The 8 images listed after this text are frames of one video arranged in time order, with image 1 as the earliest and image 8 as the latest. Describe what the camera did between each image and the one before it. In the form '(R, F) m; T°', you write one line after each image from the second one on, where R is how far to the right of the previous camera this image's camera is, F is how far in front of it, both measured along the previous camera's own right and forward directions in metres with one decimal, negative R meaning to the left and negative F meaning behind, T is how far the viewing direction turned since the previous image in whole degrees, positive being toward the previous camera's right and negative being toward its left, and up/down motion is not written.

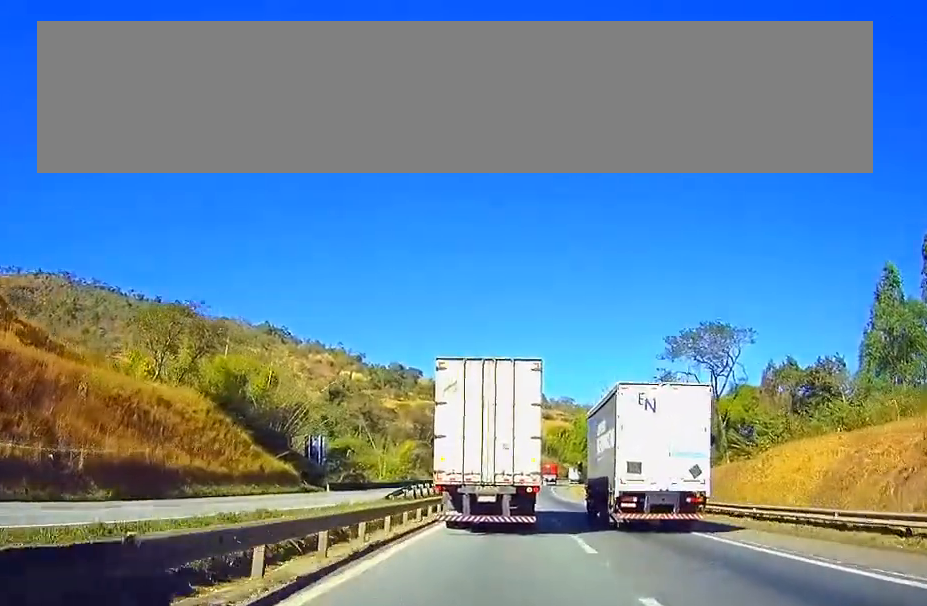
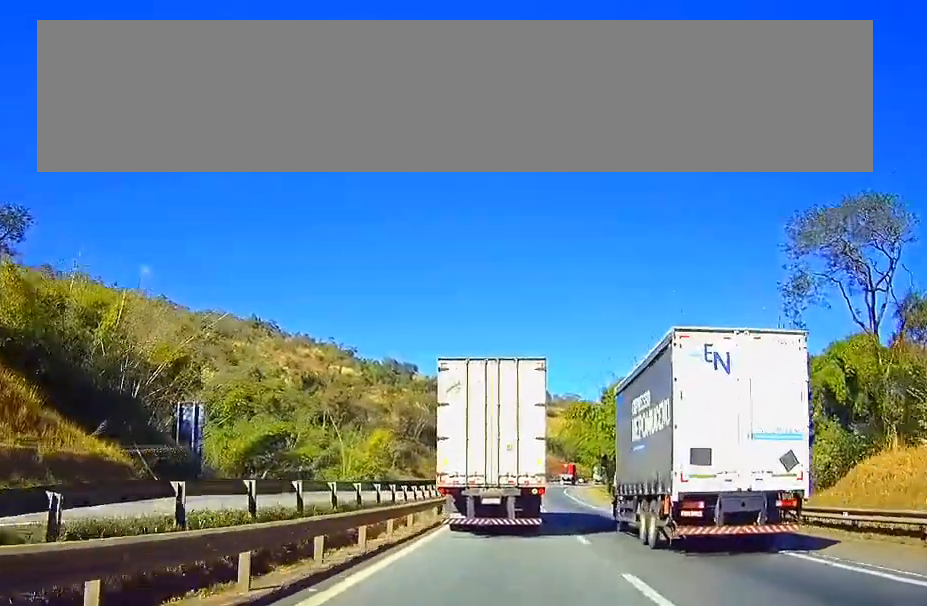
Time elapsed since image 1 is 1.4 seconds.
(0.0, +32.6) m; 0°
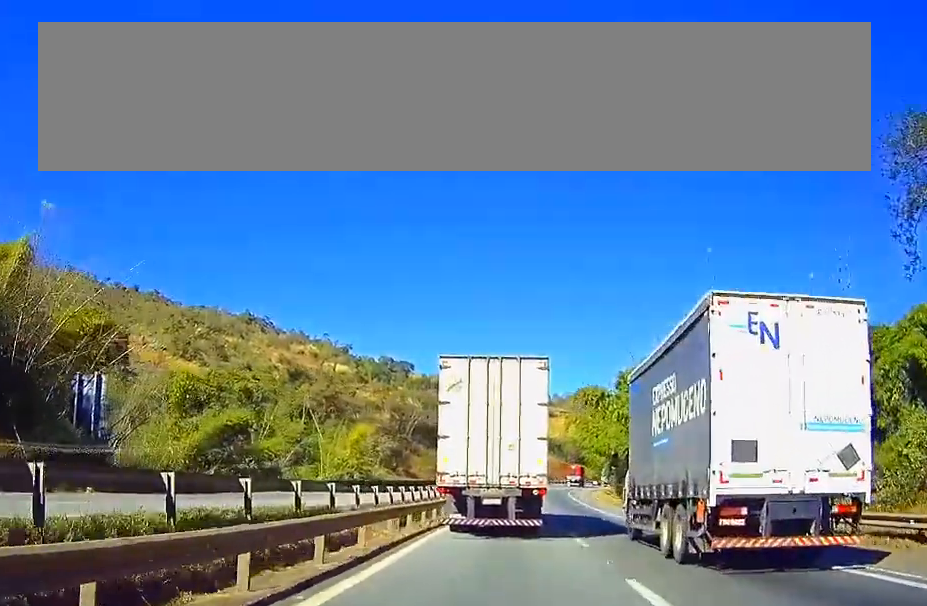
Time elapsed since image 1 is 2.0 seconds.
(0.0, +12.1) m; 0°
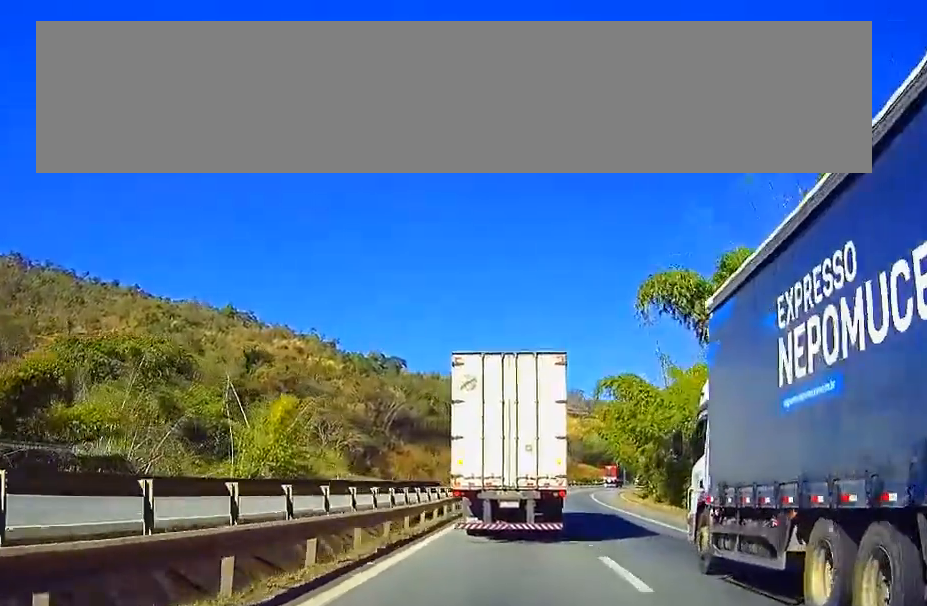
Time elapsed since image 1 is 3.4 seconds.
(+0.2, +32.6) m; 0°
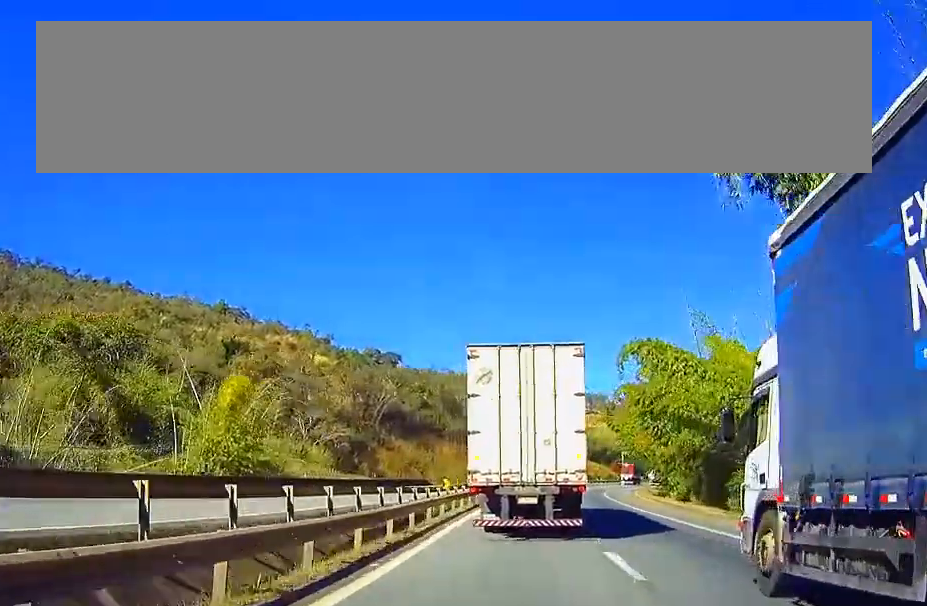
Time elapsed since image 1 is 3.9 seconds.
(0.0, +12.2) m; 0°
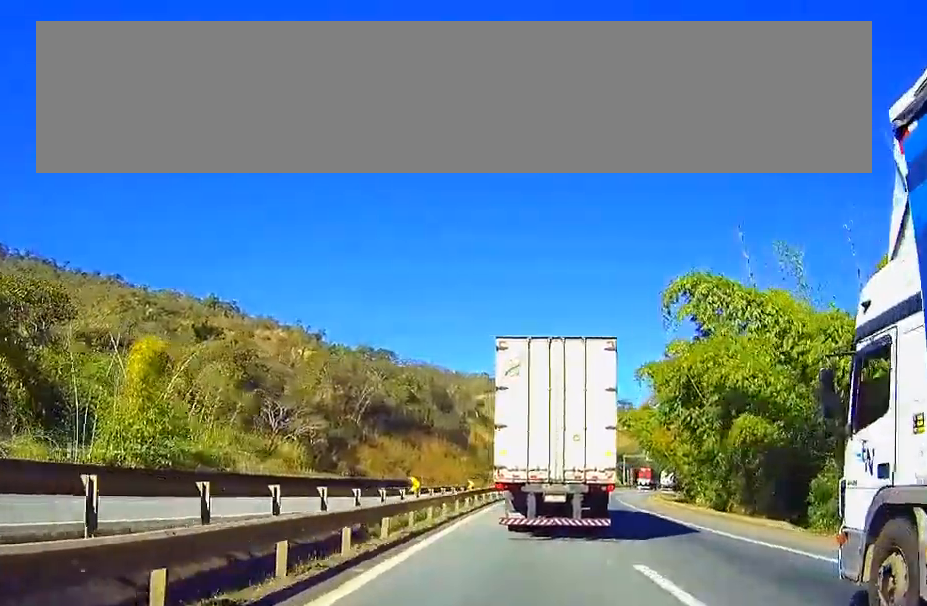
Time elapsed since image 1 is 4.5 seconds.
(0.0, +13.7) m; +1°
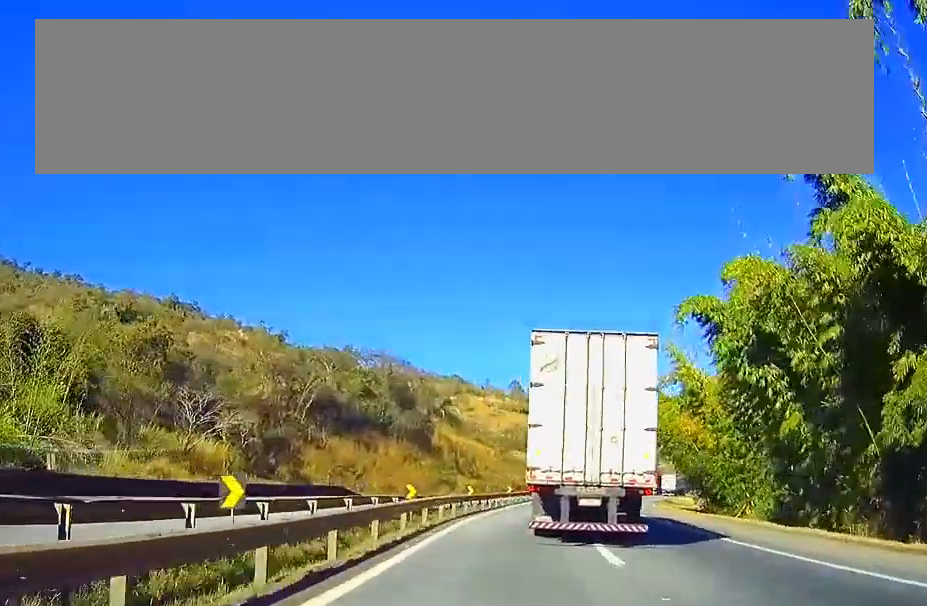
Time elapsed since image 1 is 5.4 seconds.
(+0.2, +20.5) m; +2°
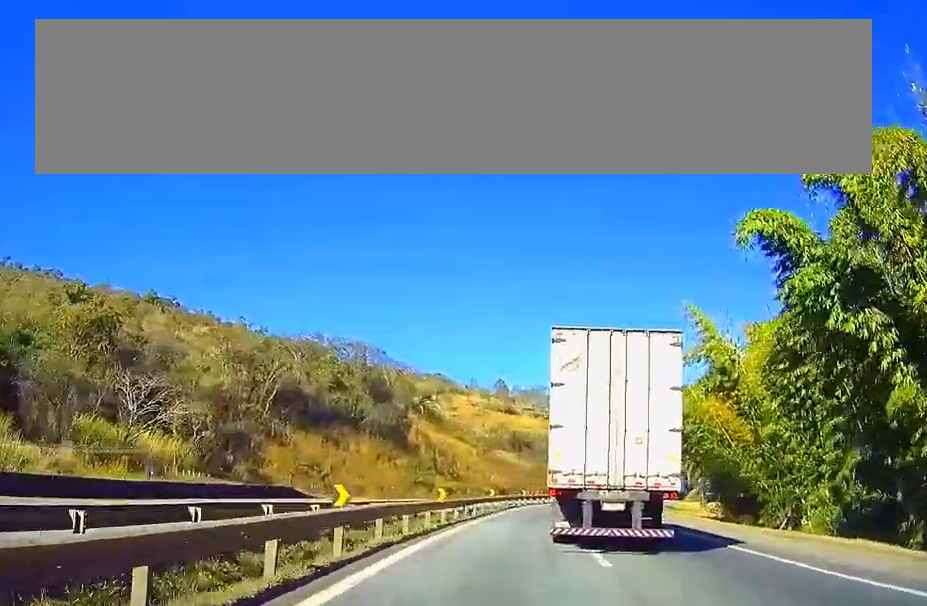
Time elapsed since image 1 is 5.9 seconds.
(0.0, +11.4) m; +1°
